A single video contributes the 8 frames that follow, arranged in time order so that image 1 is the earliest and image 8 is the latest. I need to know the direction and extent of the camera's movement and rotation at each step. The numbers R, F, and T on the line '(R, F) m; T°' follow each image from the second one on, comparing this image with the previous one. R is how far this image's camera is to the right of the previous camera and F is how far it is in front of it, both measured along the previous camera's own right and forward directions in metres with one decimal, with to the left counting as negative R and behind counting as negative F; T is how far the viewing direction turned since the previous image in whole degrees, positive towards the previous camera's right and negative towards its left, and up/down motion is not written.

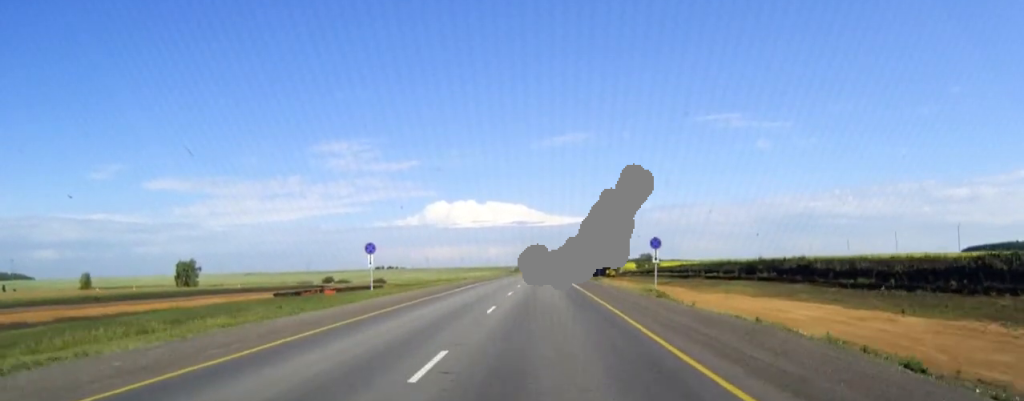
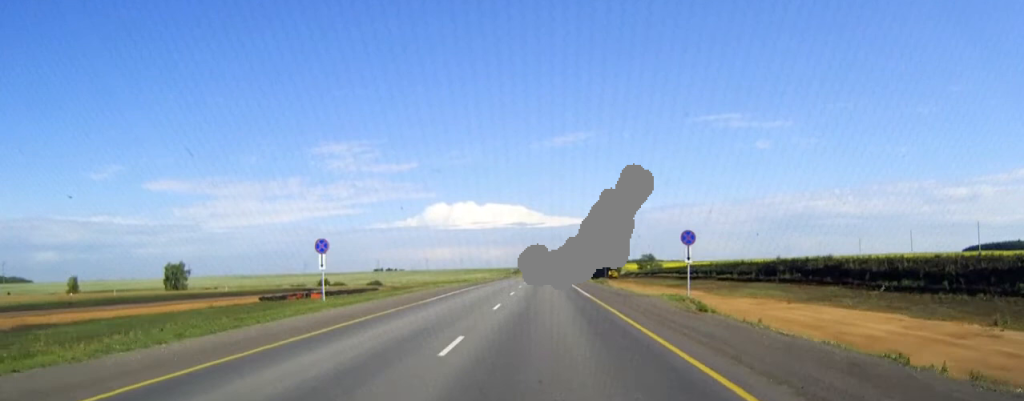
(0.0, +9.5) m; 0°
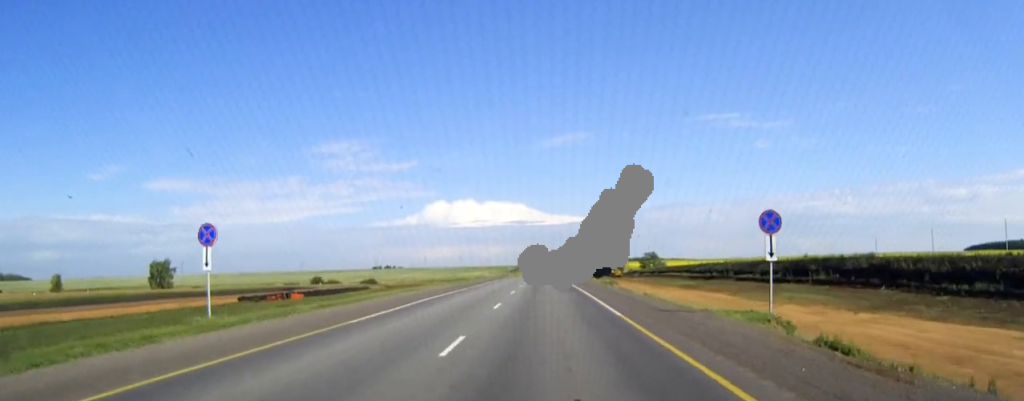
(0.0, +11.9) m; 0°
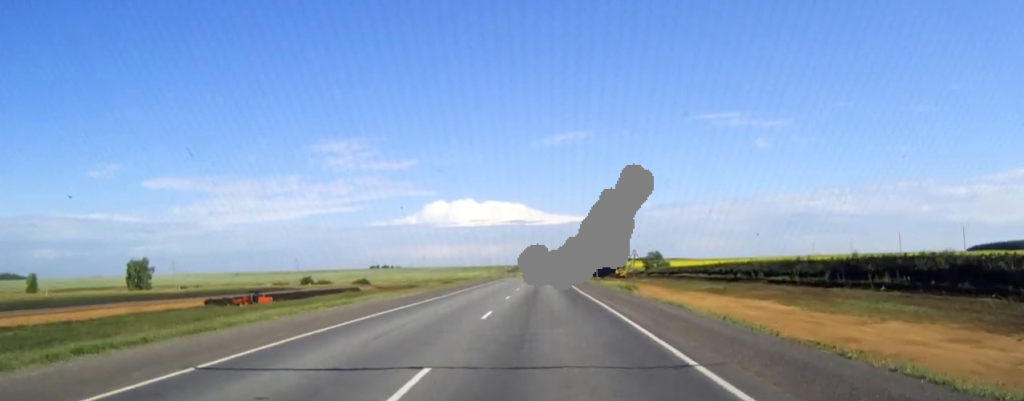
(0.0, +16.3) m; 0°
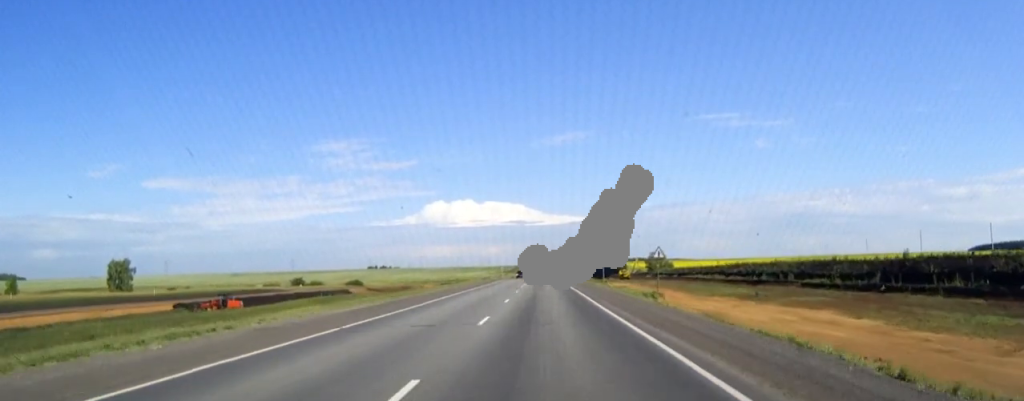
(0.0, +12.9) m; 0°
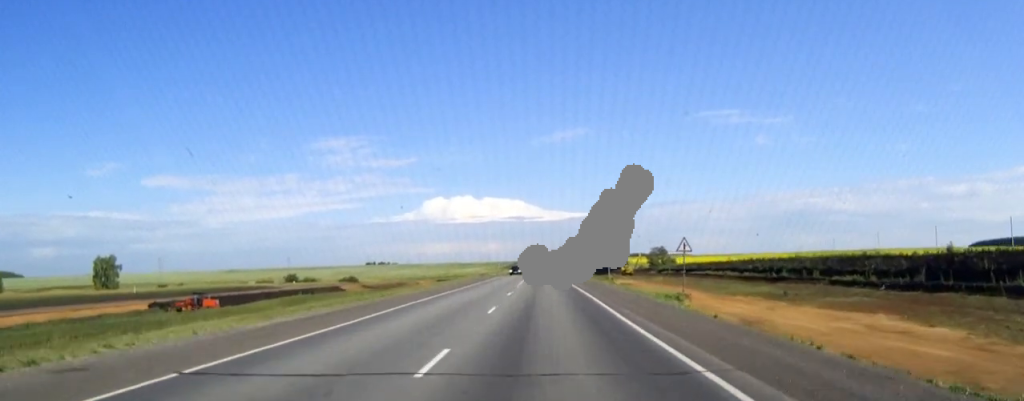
(0.0, +8.8) m; 0°
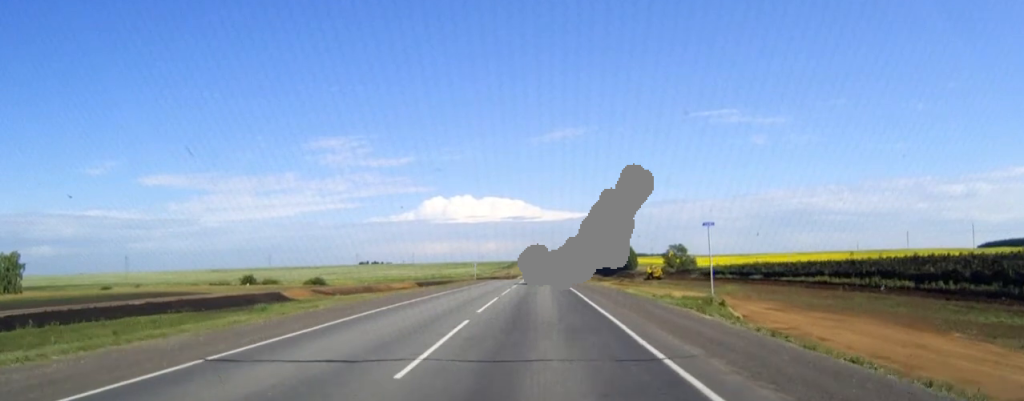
(+0.1, +53.7) m; 0°
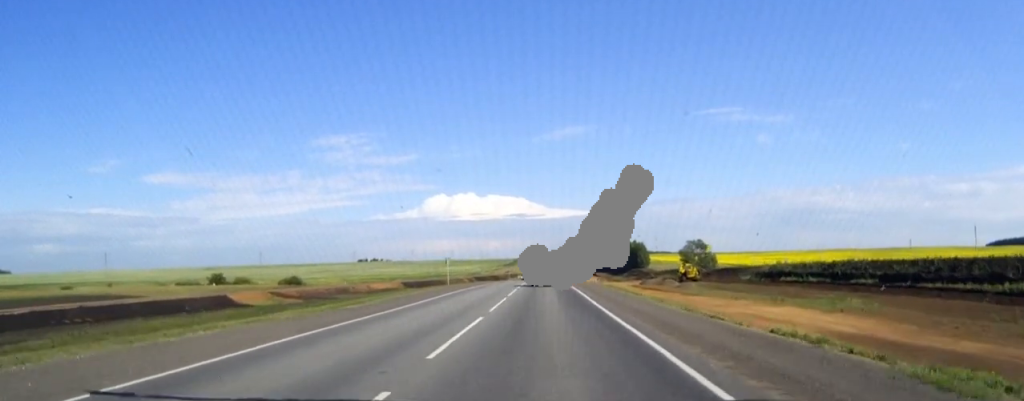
(-0.1, +33.8) m; 0°
